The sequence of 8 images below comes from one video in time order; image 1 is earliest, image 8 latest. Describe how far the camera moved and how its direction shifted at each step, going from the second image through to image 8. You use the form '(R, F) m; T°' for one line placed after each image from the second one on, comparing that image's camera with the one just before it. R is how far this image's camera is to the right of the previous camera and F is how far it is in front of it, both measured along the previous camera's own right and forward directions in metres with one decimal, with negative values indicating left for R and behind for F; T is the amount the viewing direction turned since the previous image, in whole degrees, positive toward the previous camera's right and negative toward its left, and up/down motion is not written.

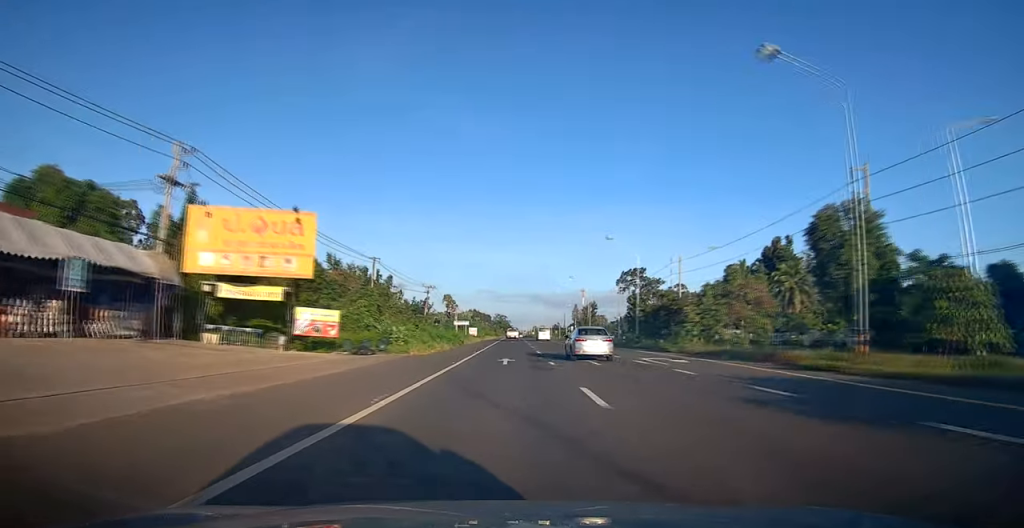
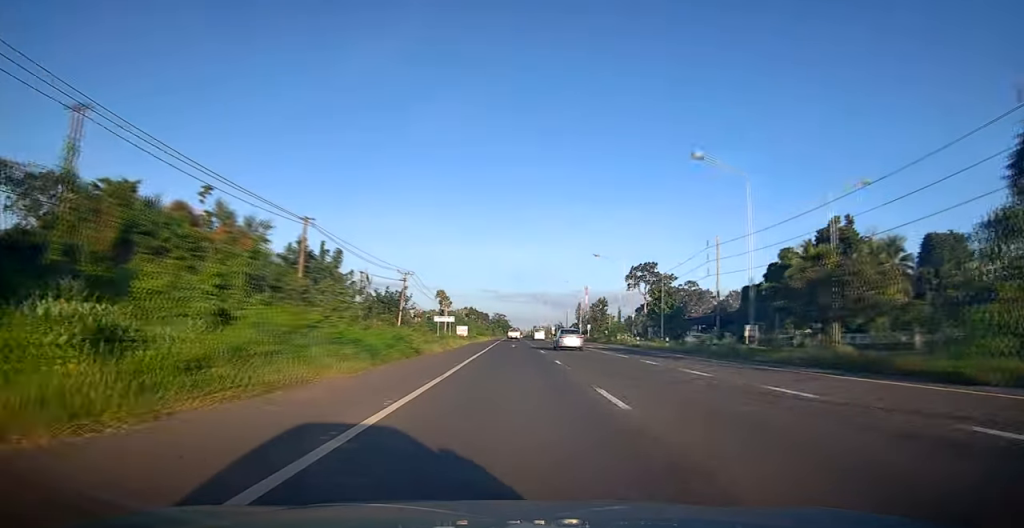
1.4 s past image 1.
(-0.2, +24.0) m; -1°
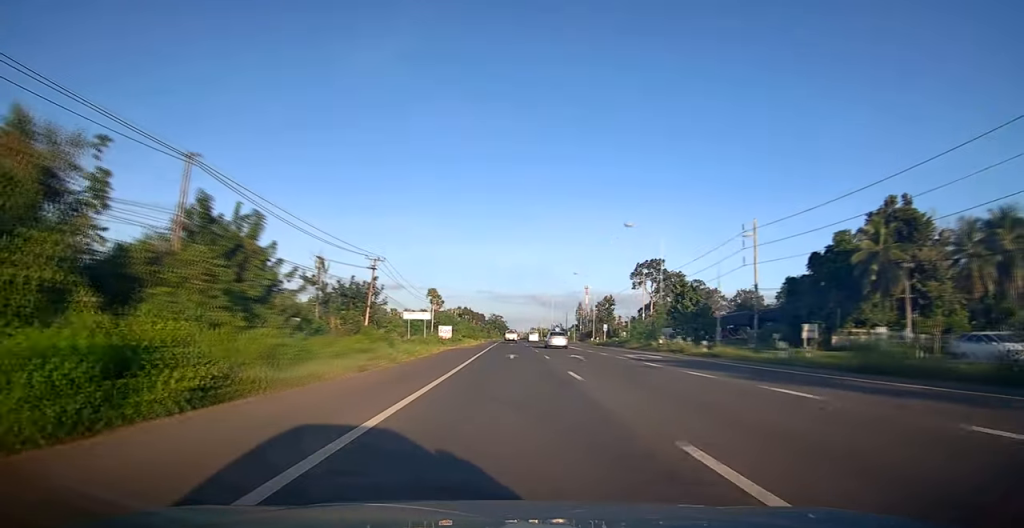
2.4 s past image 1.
(+0.1, +17.9) m; +1°
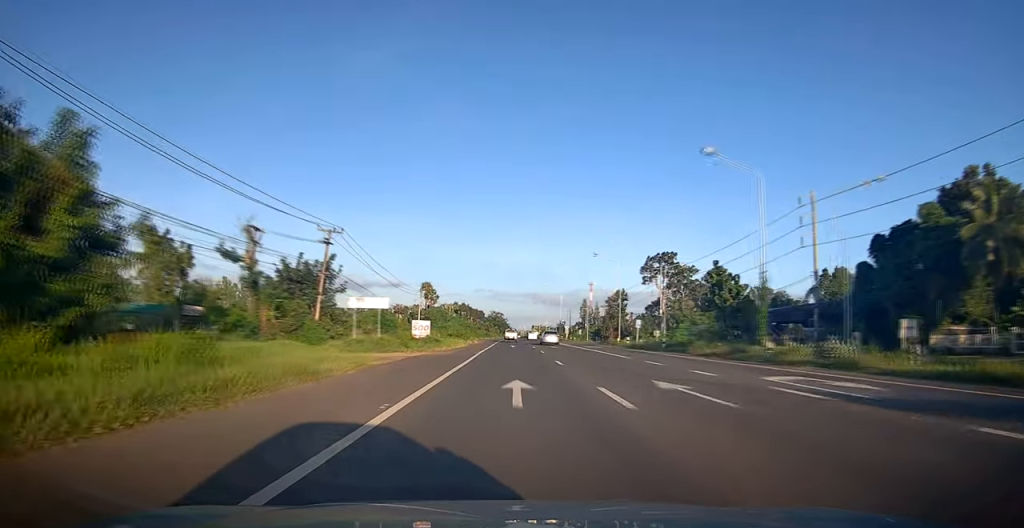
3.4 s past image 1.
(+0.3, +18.1) m; 0°
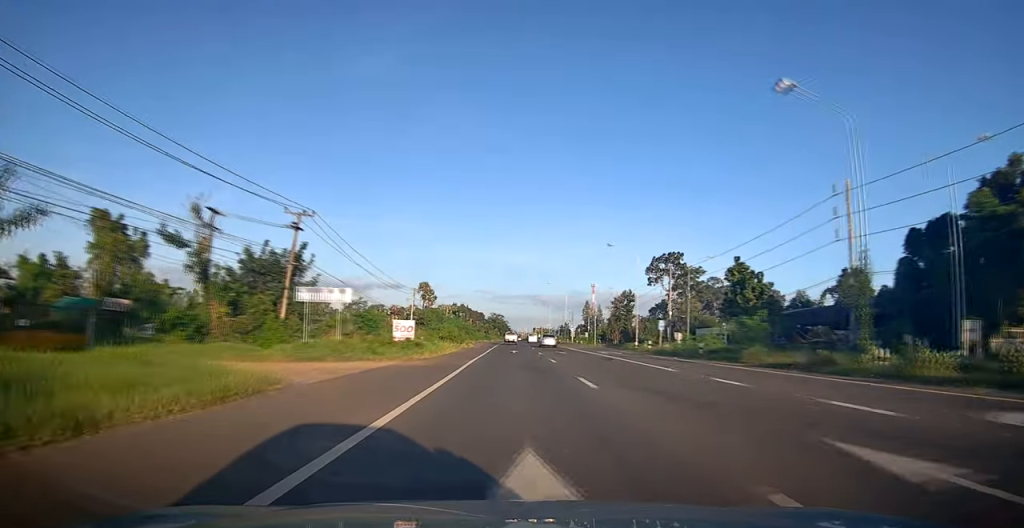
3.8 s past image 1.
(0.0, +8.0) m; 0°
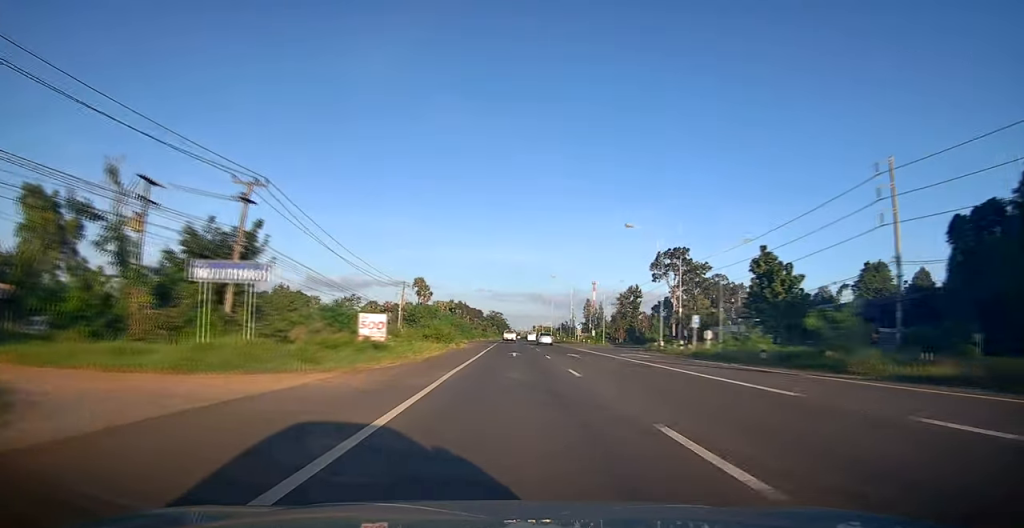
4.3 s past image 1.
(-0.2, +8.8) m; 0°
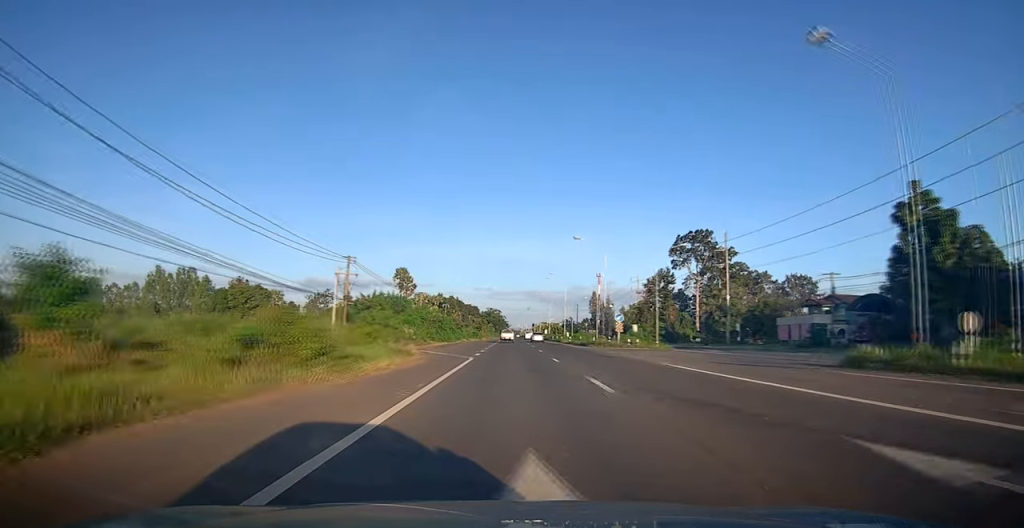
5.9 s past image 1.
(0.0, +29.6) m; 0°
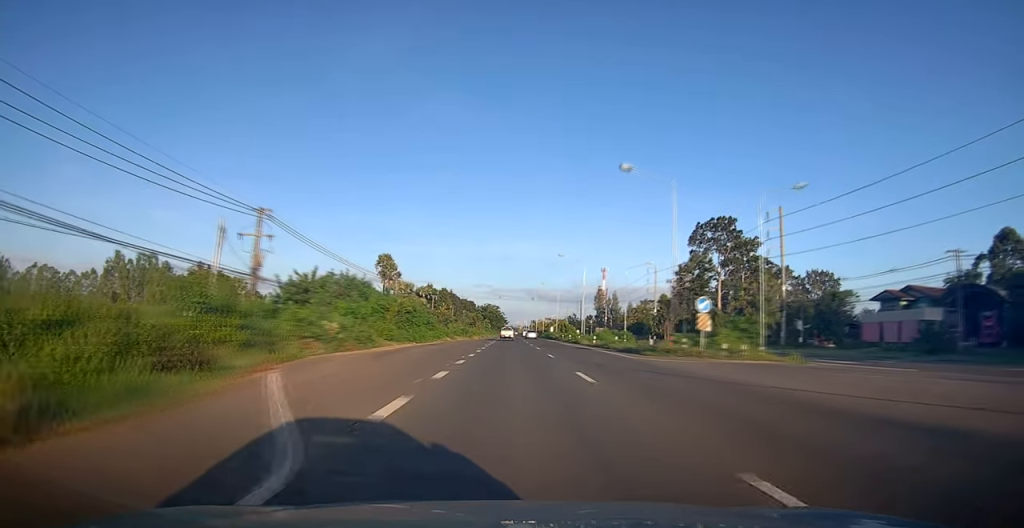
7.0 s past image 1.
(0.0, +21.6) m; 0°
